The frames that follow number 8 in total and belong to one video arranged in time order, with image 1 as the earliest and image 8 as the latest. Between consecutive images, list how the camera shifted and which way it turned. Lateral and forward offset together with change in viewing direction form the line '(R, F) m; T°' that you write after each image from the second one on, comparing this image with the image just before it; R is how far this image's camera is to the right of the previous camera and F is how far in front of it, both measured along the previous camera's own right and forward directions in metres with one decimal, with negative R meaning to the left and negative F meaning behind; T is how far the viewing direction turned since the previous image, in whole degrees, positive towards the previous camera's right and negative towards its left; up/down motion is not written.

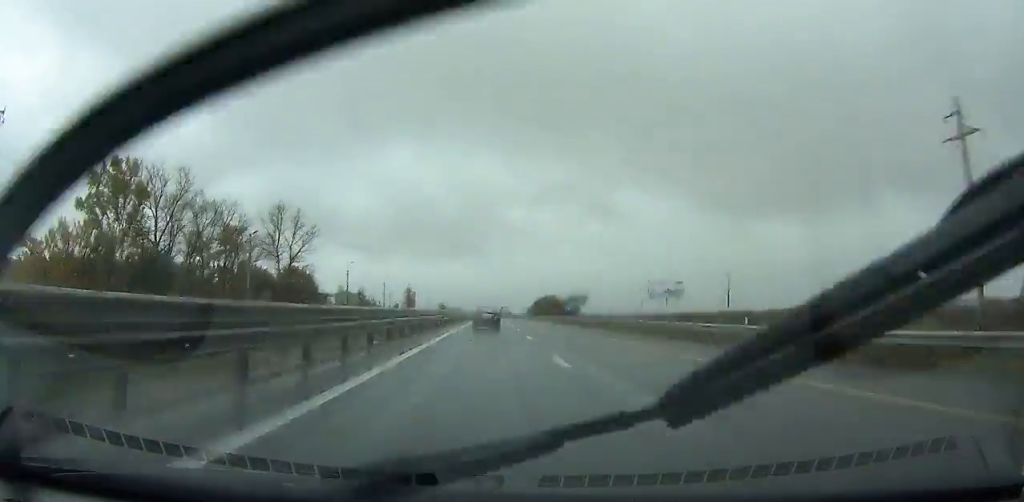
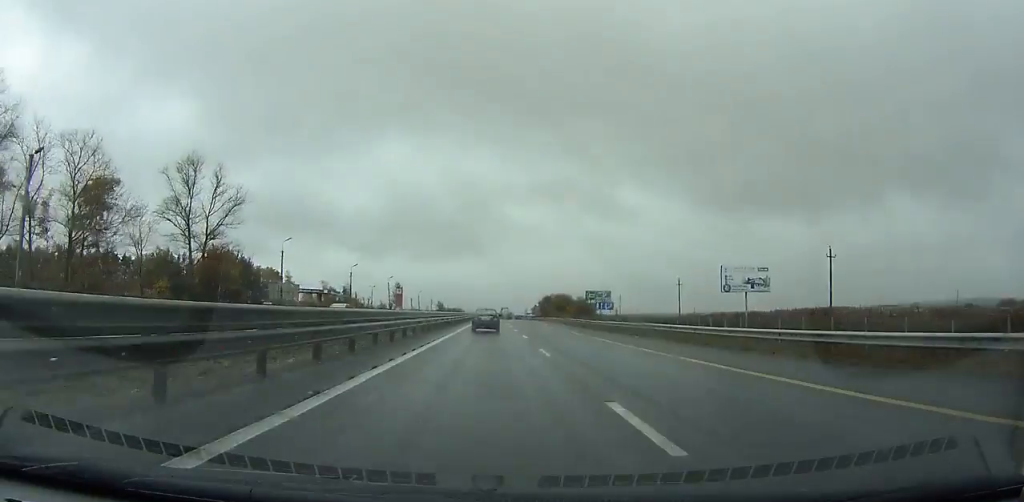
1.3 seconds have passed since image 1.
(+0.1, +33.4) m; 0°
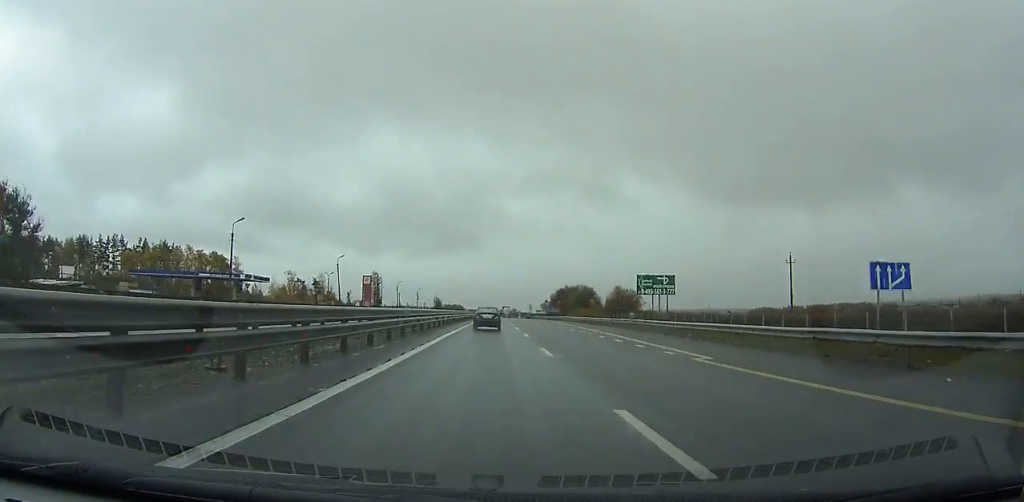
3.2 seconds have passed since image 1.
(-0.1, +48.2) m; 0°
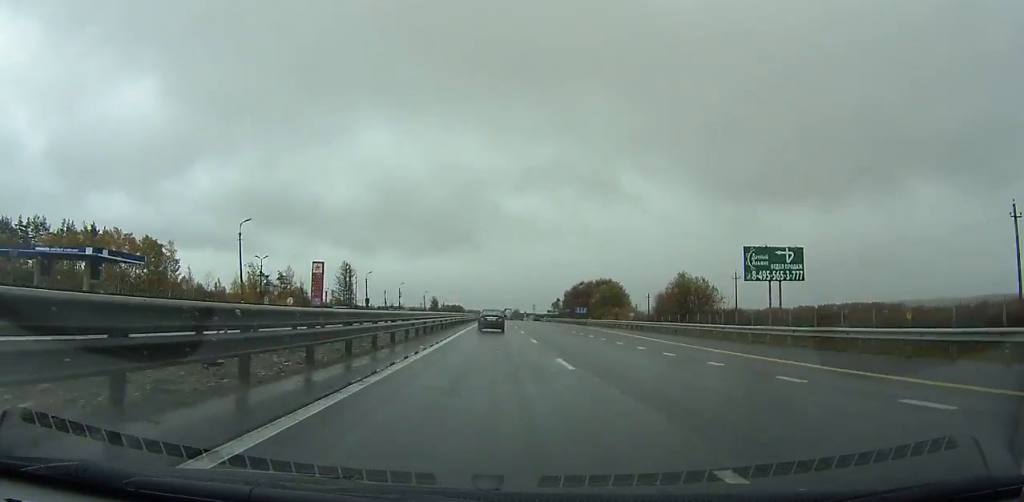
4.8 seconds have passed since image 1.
(-0.1, +40.3) m; 0°
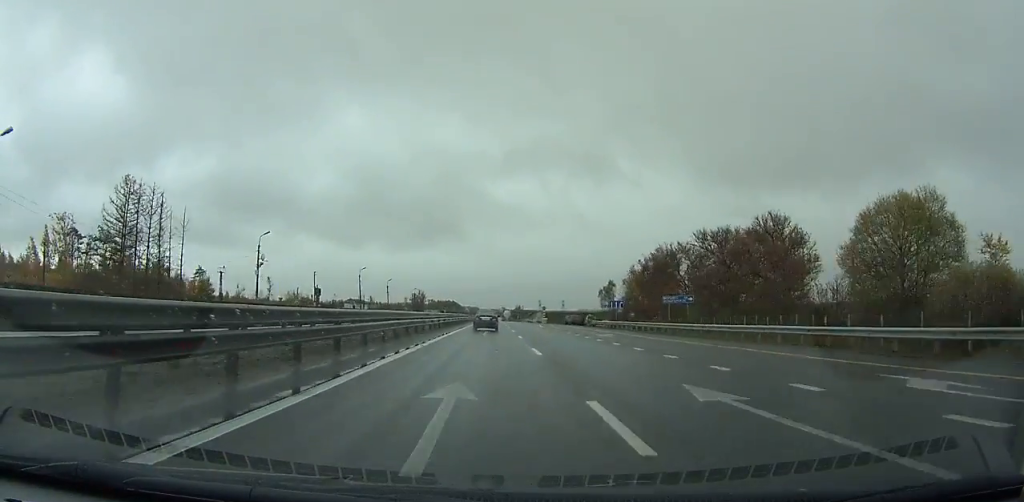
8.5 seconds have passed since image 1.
(-0.1, +93.1) m; 0°
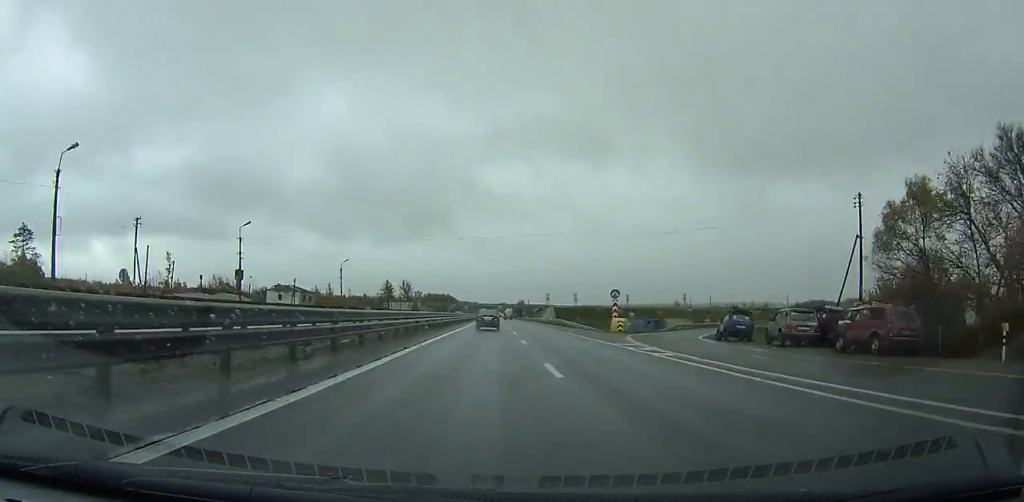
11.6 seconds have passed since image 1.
(-0.1, +78.5) m; 0°
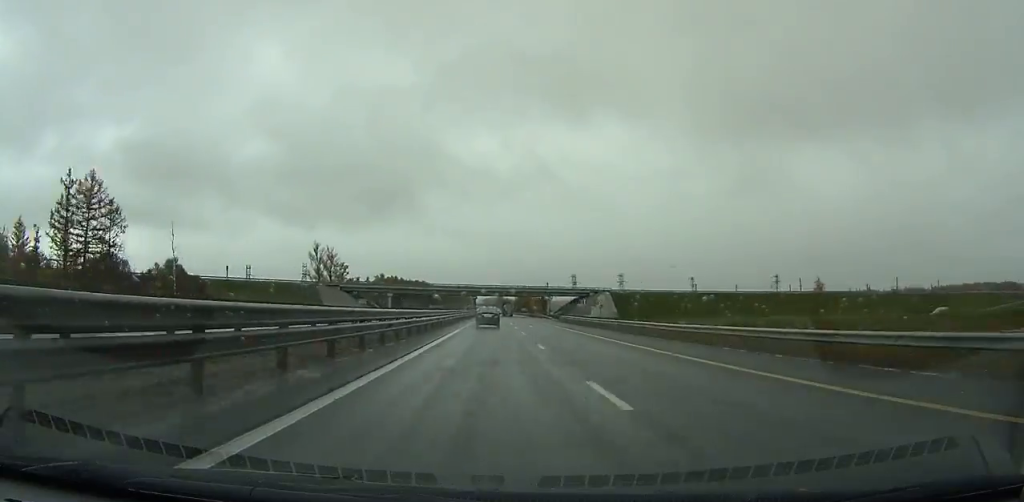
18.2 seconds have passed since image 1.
(+0.4, +170.9) m; +1°
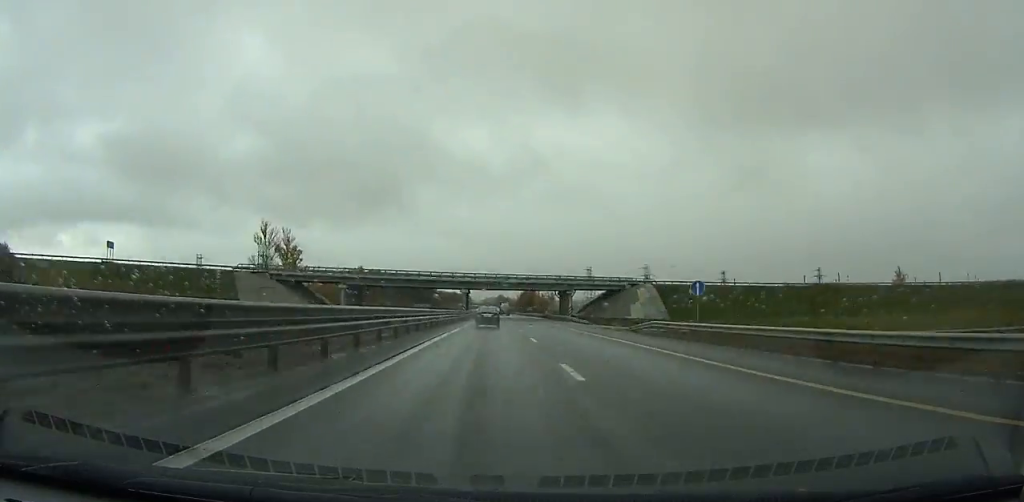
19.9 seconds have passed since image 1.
(+0.1, +44.7) m; 0°
